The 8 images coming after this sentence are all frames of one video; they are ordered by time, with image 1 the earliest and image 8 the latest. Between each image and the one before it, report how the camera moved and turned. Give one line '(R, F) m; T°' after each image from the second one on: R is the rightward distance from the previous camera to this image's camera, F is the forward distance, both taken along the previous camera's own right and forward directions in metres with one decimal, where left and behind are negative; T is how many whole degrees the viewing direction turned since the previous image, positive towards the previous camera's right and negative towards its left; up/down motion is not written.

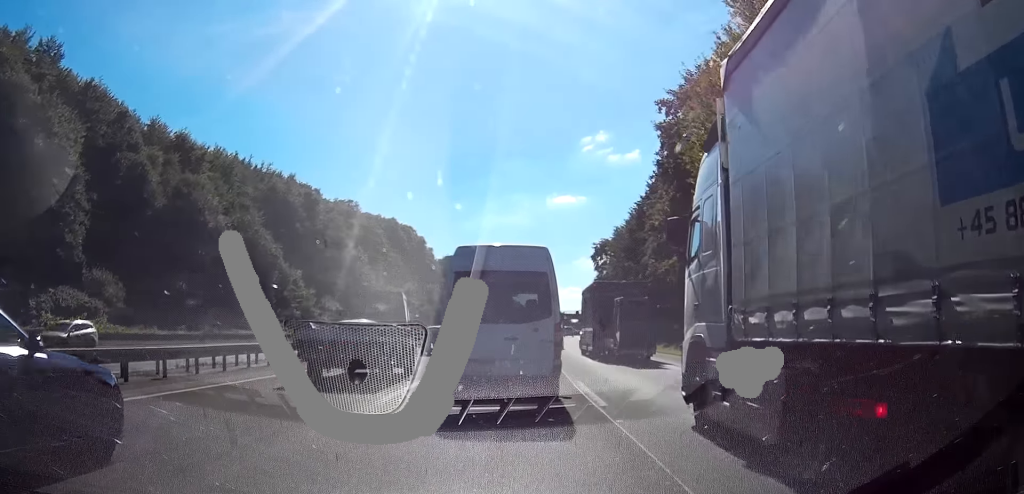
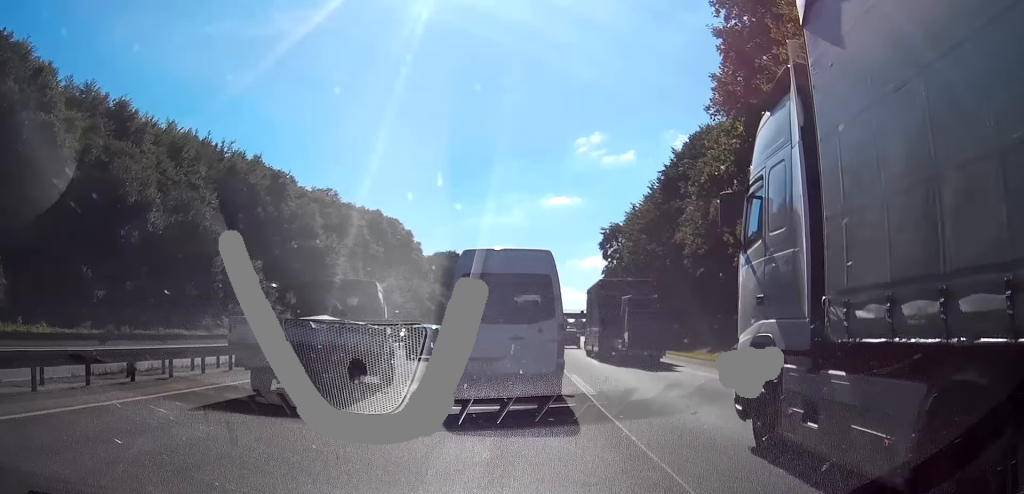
(+0.2, +15.0) m; +2°
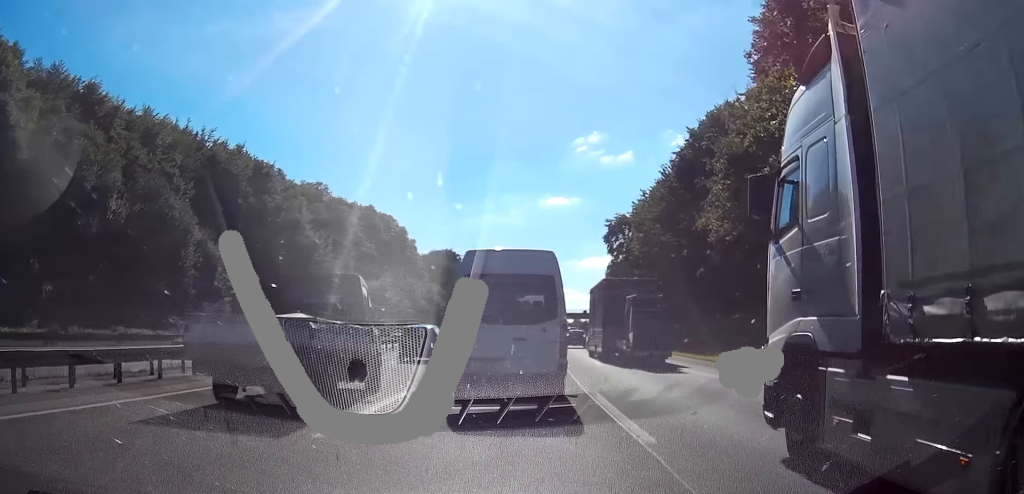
(+0.1, +6.4) m; +1°
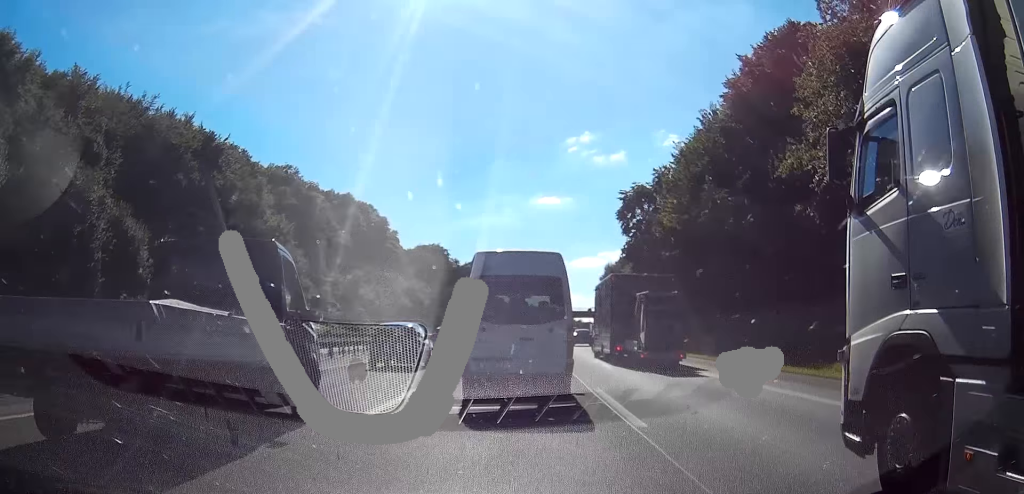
(+0.2, +15.8) m; +2°
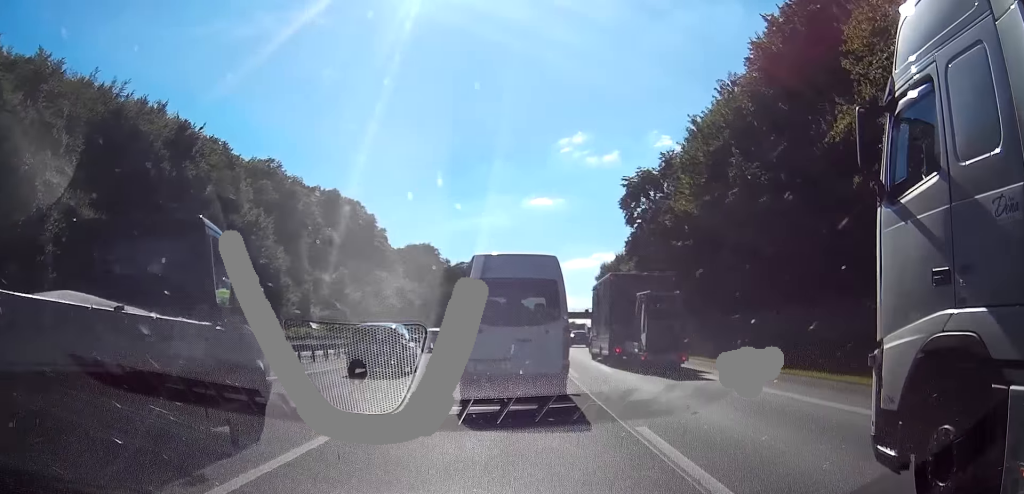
(+0.1, +5.9) m; +1°
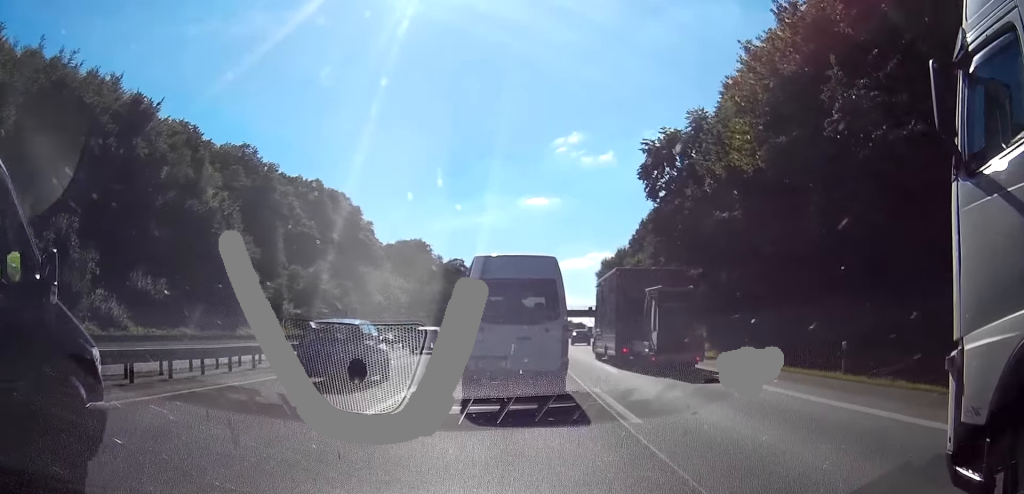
(+0.1, +10.4) m; +1°
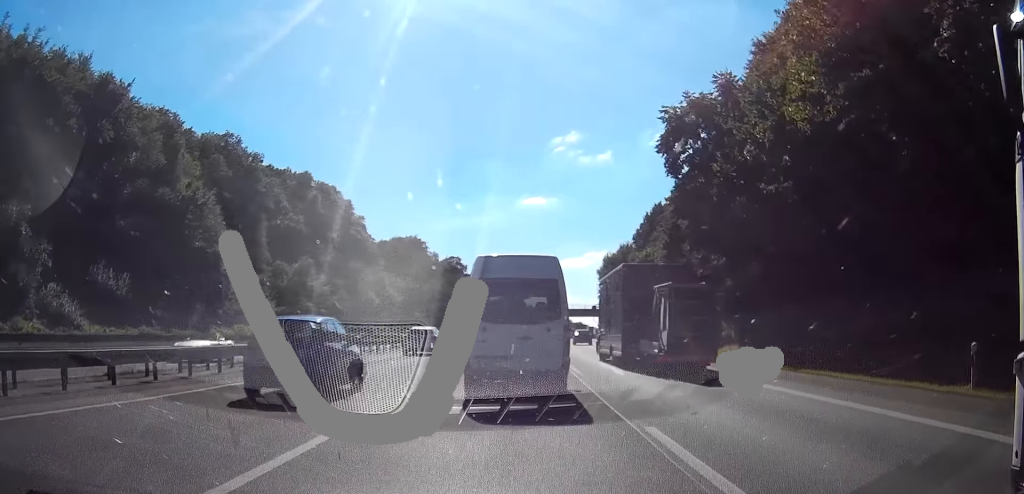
(0.0, +6.4) m; 0°
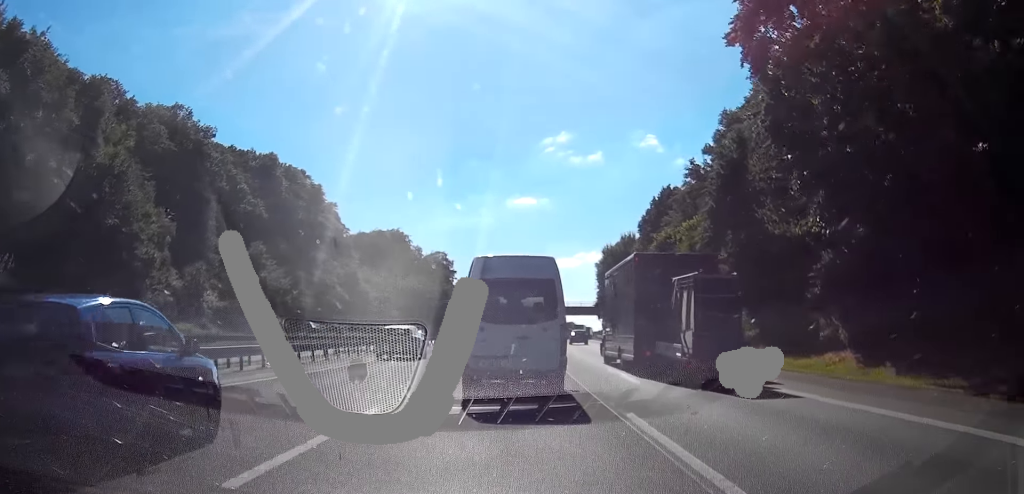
(0.0, +14.3) m; 0°
